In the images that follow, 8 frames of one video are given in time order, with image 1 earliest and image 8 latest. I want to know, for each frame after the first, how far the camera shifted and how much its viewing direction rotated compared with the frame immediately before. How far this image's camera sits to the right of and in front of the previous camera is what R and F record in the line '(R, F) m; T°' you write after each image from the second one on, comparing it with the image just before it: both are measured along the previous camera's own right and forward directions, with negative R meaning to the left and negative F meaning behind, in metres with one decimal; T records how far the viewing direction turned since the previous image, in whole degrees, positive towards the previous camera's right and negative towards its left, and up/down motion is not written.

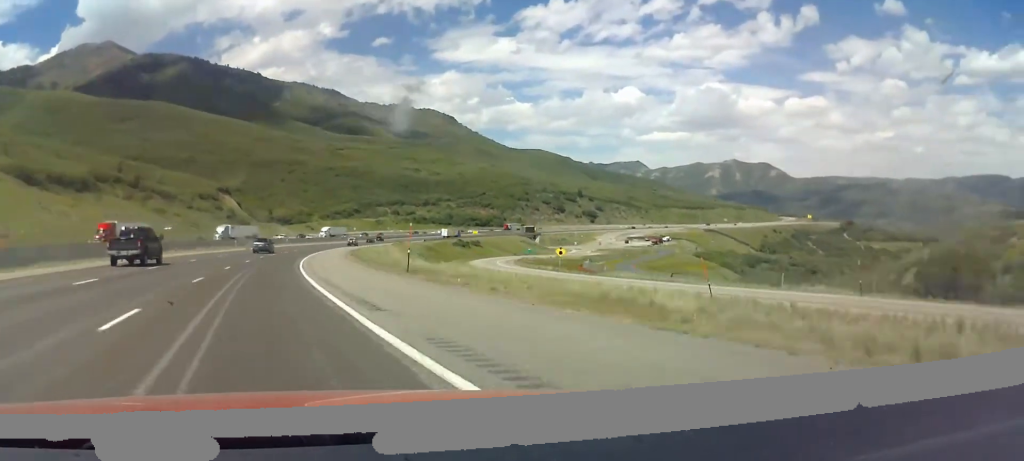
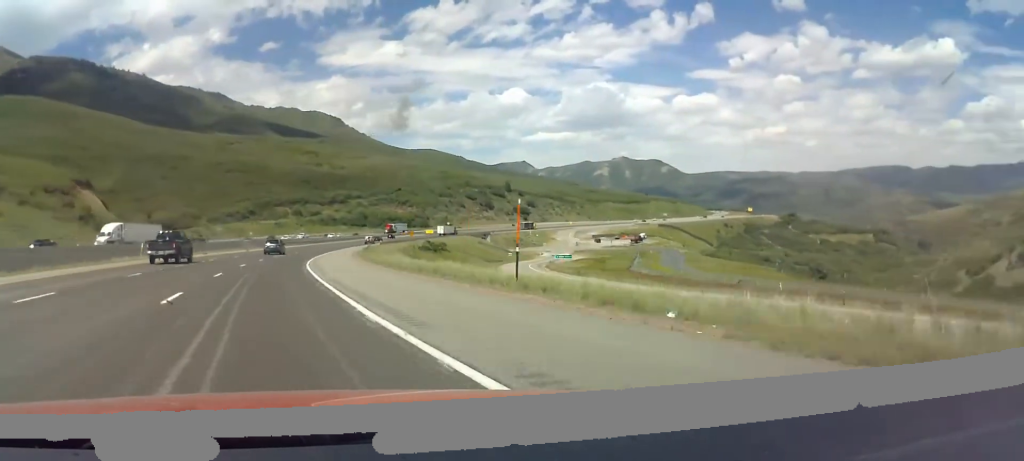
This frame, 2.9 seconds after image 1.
(+3.3, +84.4) m; +10°
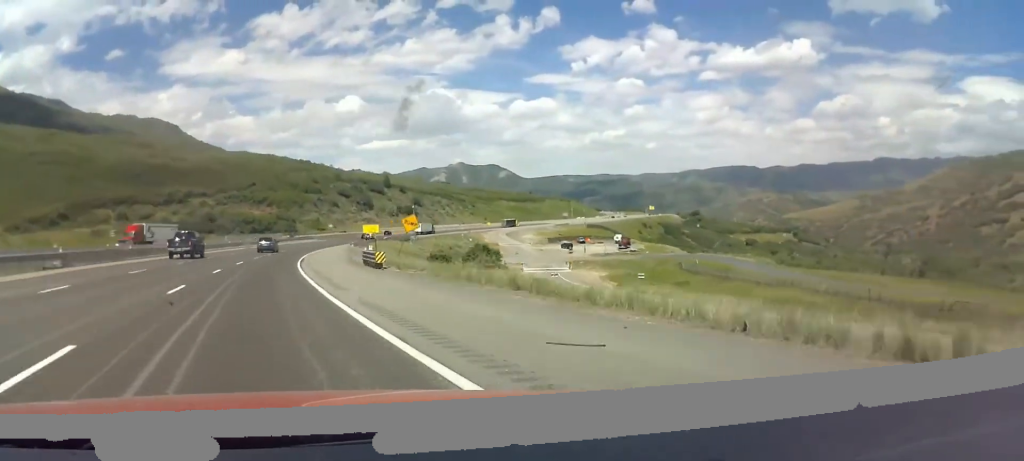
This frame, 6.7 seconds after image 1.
(+14.0, +116.8) m; +13°
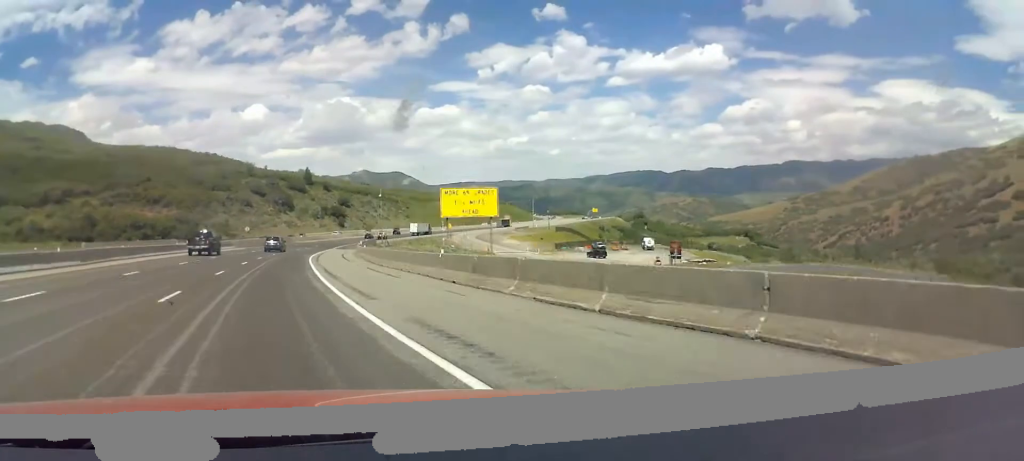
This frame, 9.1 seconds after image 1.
(+8.8, +74.2) m; +8°
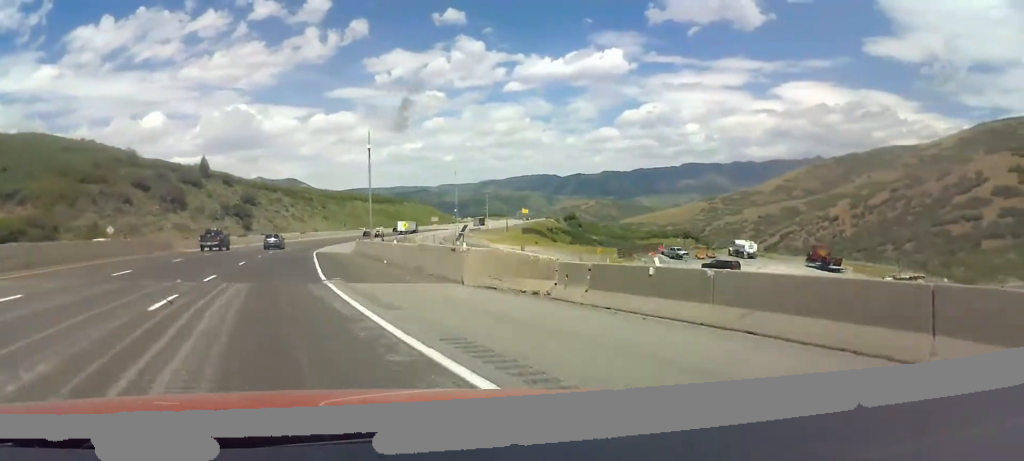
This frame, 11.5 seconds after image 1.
(+3.7, +74.1) m; +8°
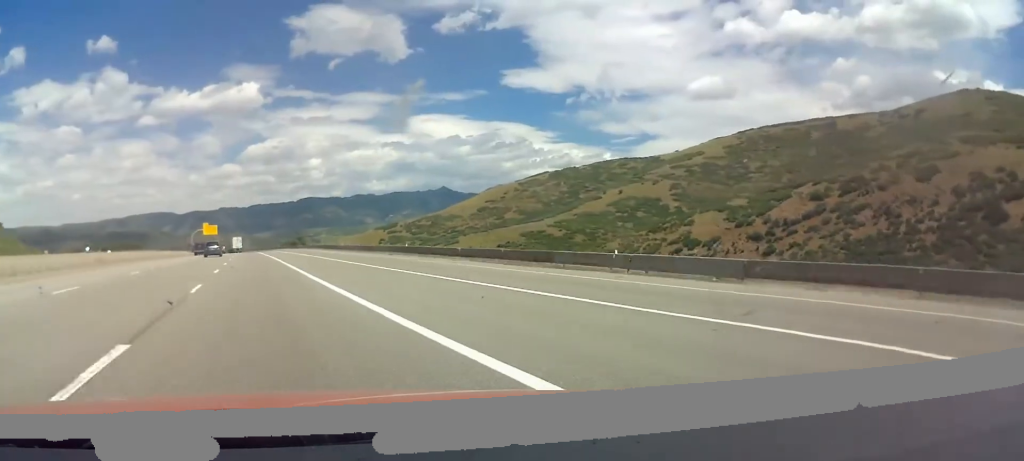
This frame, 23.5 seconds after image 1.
(+105.2, +332.4) m; +27°
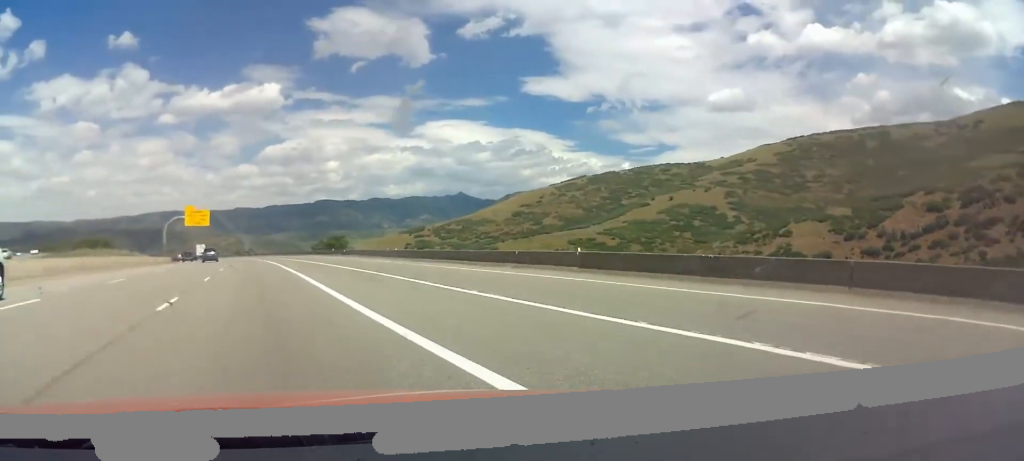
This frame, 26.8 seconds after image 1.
(+0.6, +89.7) m; -2°
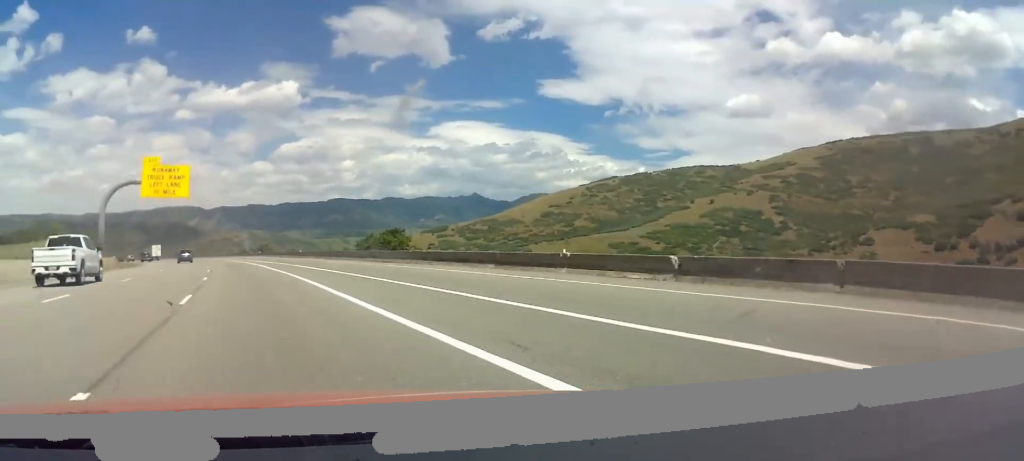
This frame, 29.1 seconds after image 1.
(-2.4, +60.5) m; -4°
